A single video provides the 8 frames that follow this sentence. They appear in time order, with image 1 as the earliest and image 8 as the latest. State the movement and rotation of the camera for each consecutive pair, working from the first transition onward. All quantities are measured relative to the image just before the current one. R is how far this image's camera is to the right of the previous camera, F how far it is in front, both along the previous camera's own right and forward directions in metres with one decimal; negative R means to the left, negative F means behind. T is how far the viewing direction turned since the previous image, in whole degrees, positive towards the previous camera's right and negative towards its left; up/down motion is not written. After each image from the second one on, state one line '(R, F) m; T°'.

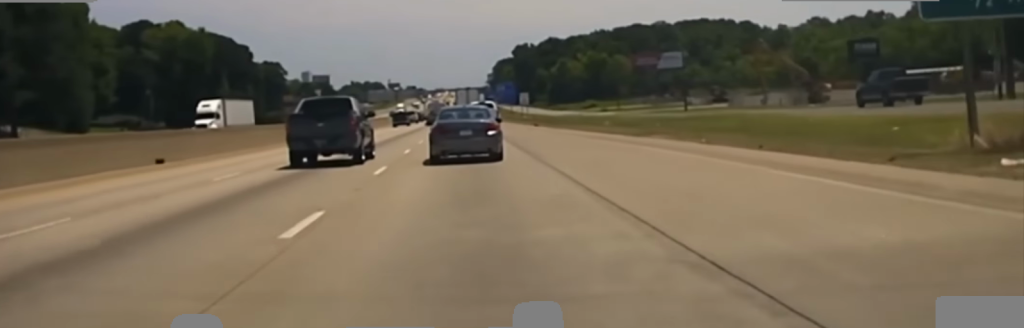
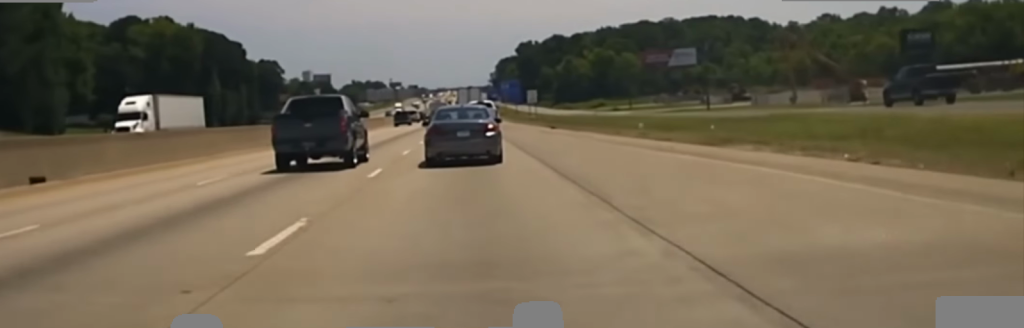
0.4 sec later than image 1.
(0.0, +11.6) m; 0°
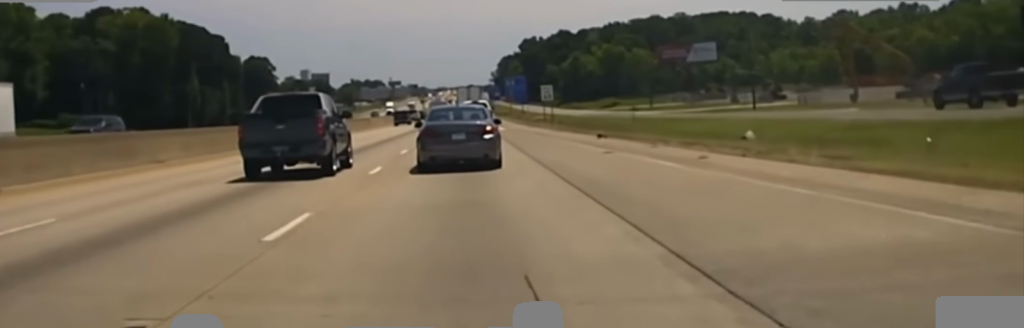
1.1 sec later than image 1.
(0.0, +19.8) m; 0°
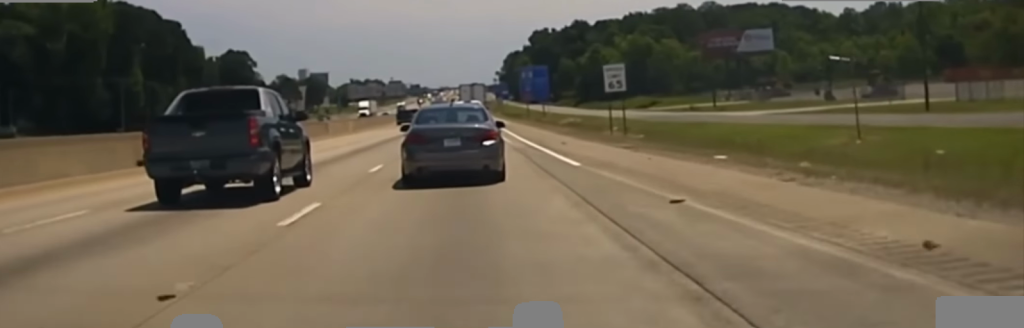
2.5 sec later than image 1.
(+0.2, +42.8) m; 0°
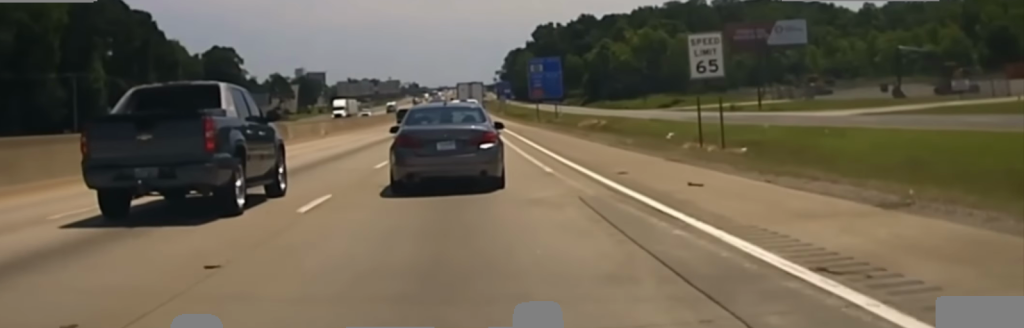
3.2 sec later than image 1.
(0.0, +21.3) m; 0°
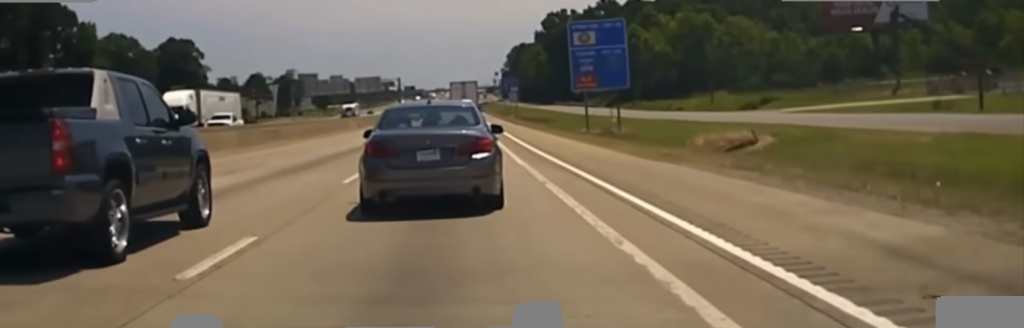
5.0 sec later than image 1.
(-0.1, +50.7) m; 0°
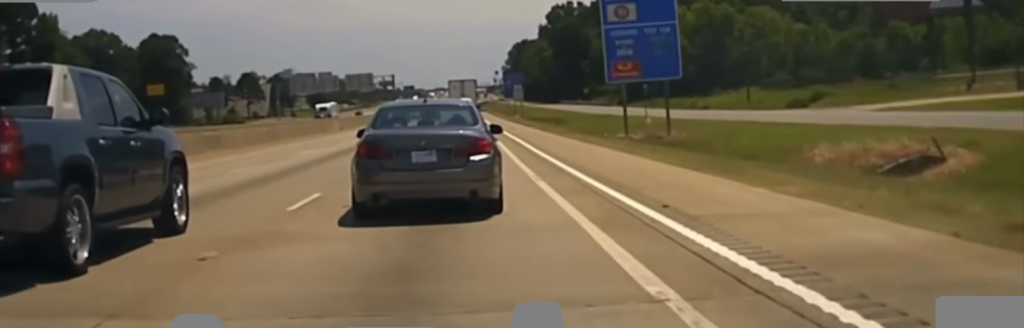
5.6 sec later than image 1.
(-0.1, +17.8) m; 0°
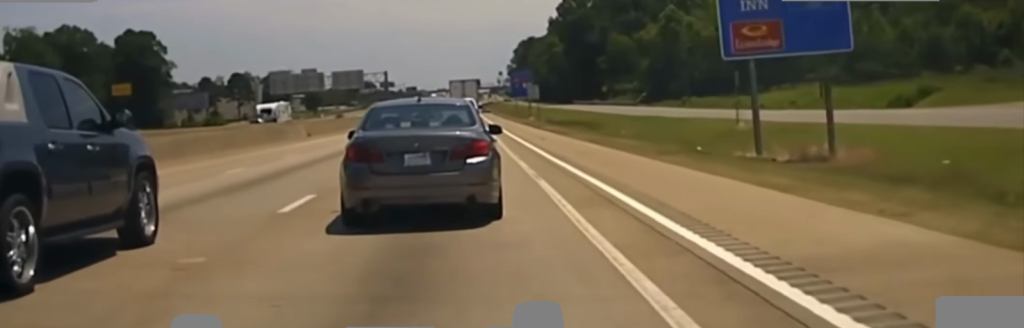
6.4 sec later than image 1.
(0.0, +23.0) m; 0°
